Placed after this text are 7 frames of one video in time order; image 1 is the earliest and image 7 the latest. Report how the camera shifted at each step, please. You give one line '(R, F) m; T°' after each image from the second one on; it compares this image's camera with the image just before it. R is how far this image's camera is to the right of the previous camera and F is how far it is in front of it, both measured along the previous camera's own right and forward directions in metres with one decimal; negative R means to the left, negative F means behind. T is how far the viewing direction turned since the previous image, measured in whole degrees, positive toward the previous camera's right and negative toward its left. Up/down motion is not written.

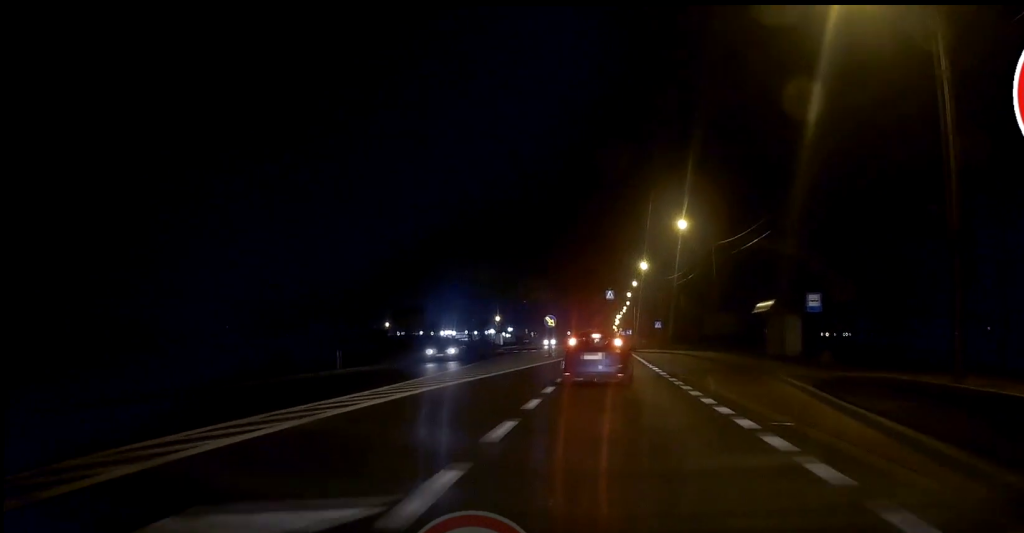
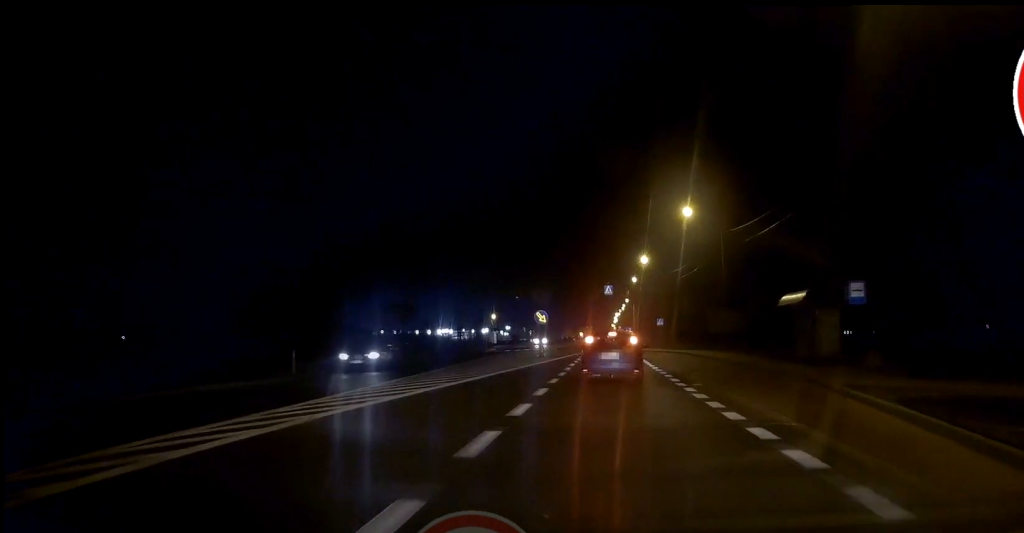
(0.0, +3.8) m; +1°
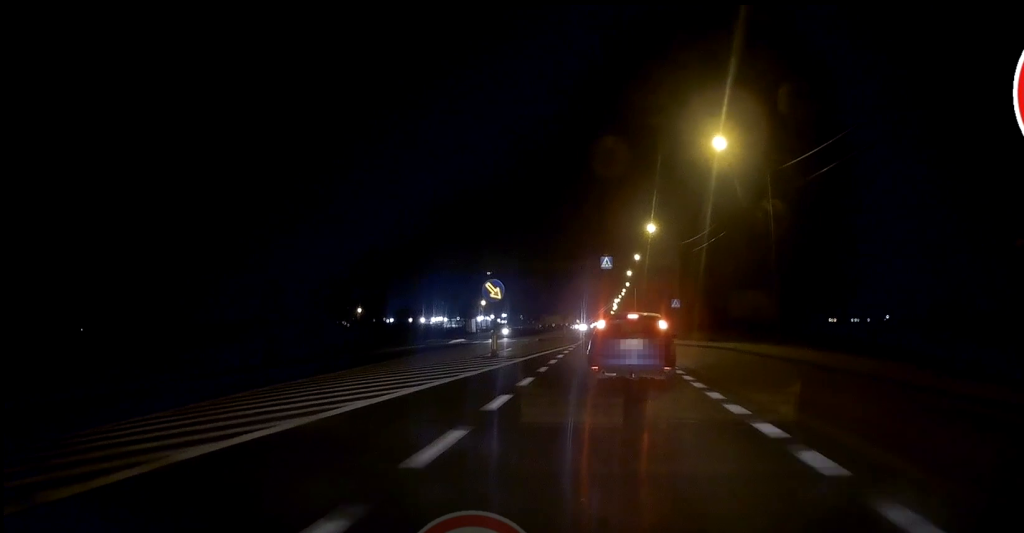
(+0.2, +16.1) m; 0°
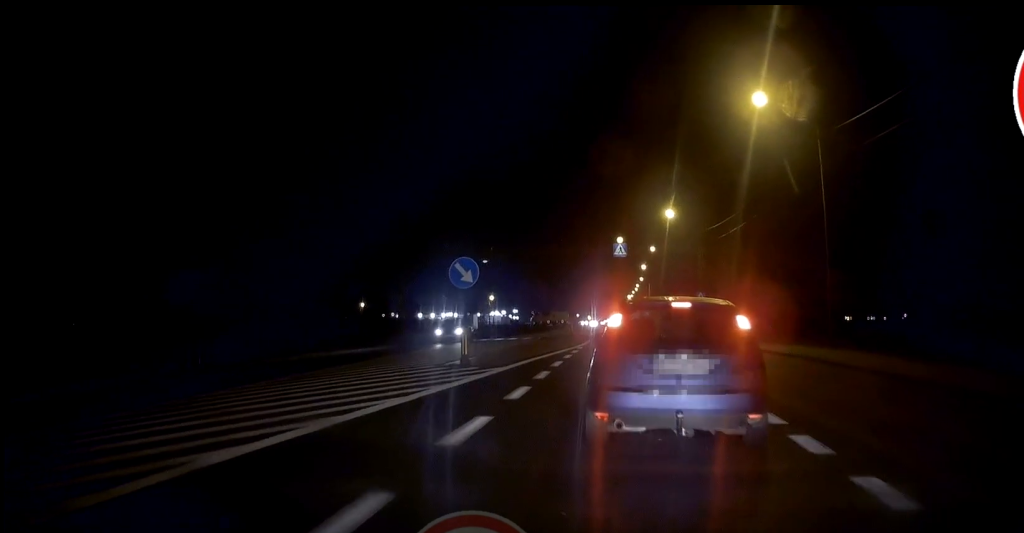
(-0.3, +11.3) m; -2°
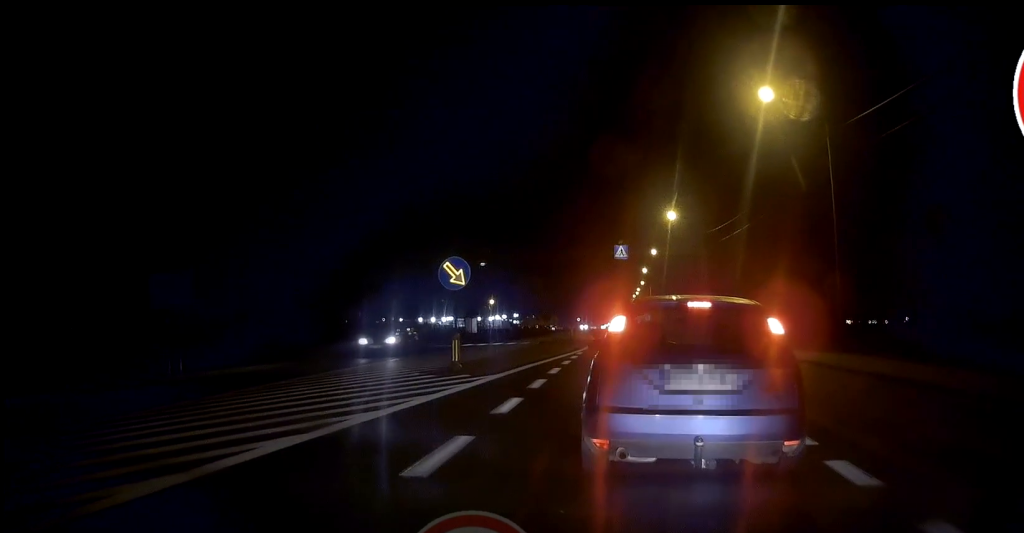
(0.0, +4.0) m; -1°
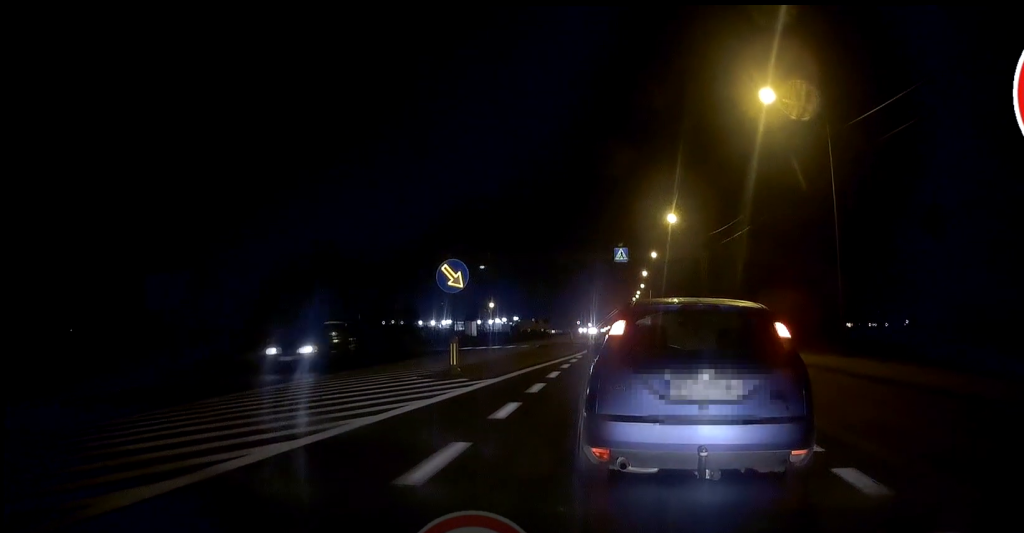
(+0.1, +1.2) m; 0°
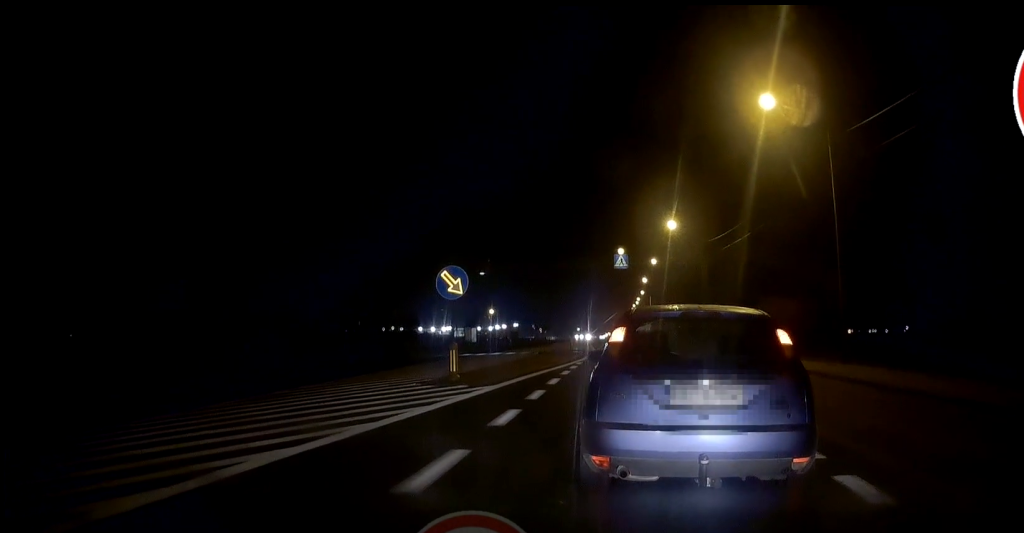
(-0.2, +0.6) m; 0°
